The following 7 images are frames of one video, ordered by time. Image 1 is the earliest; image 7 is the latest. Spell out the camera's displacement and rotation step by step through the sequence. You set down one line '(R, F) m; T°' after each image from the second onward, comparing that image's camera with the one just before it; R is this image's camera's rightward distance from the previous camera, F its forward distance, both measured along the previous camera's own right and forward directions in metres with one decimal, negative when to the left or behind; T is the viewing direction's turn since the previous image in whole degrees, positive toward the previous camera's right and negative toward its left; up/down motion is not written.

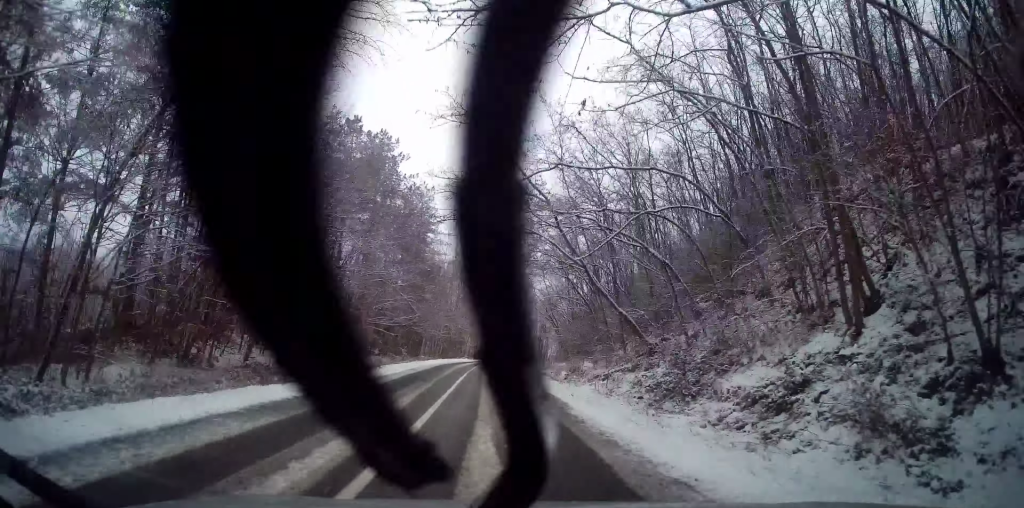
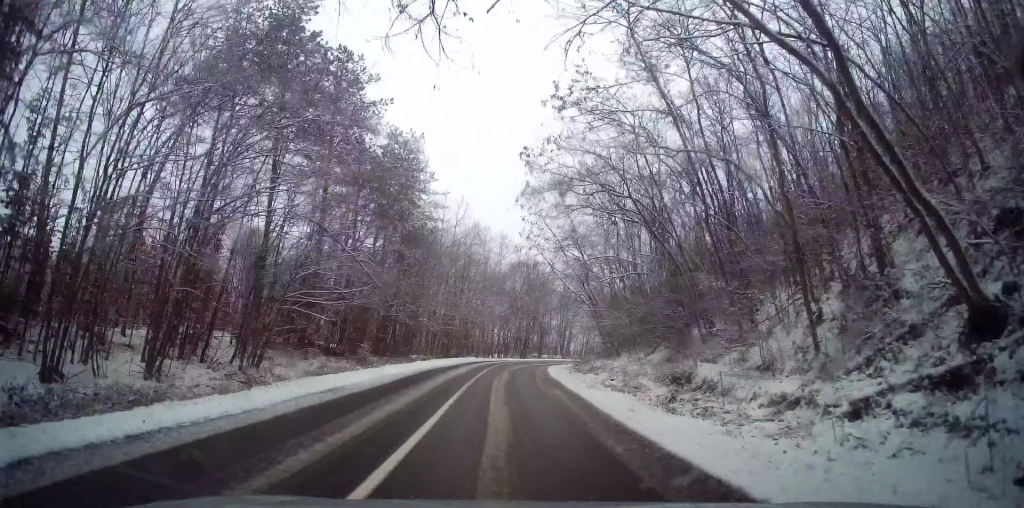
(-0.8, +15.6) m; -4°
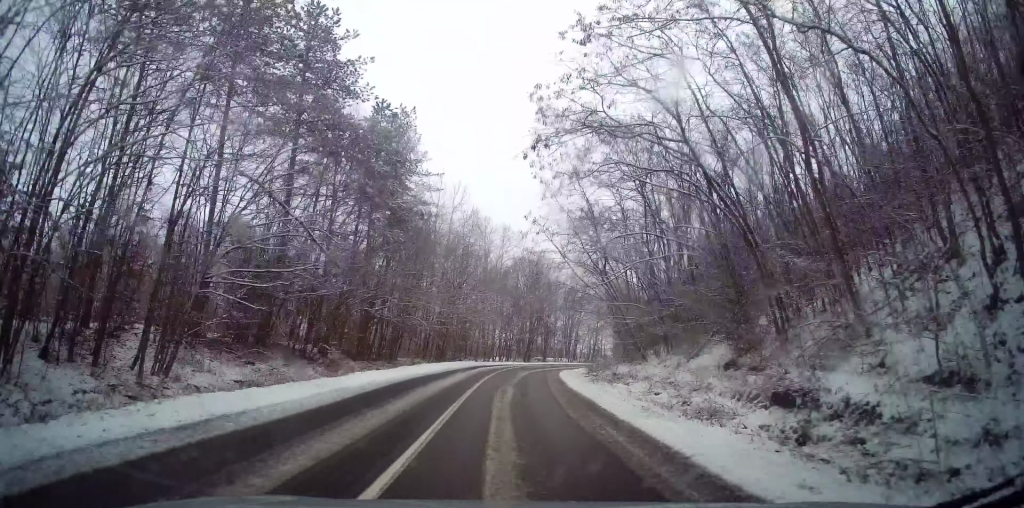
(-0.1, +6.1) m; 0°
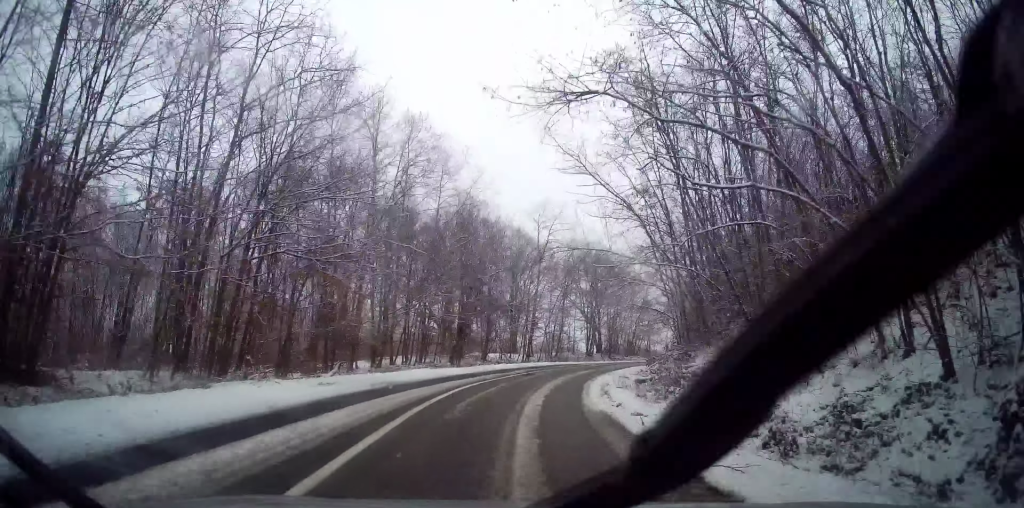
(+1.0, +30.5) m; +5°
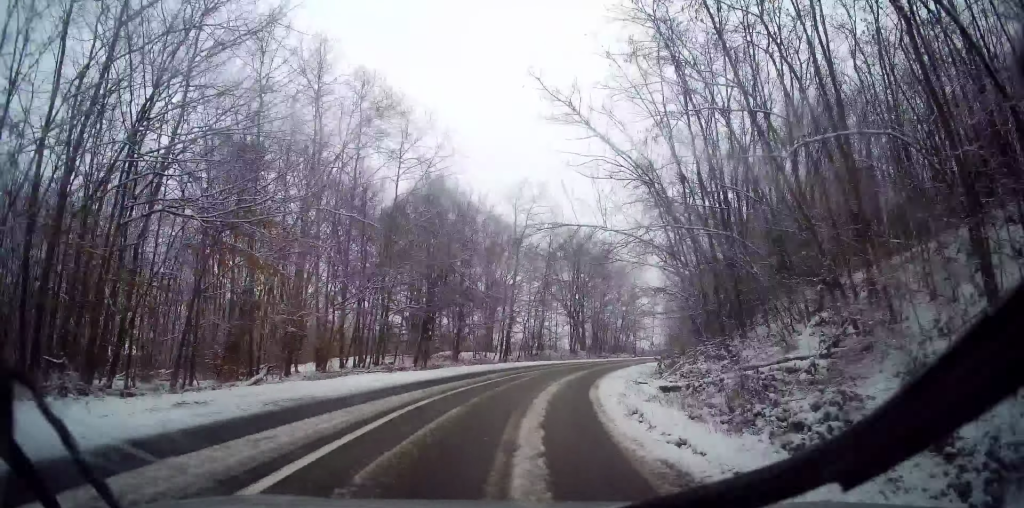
(-0.1, +6.0) m; +1°
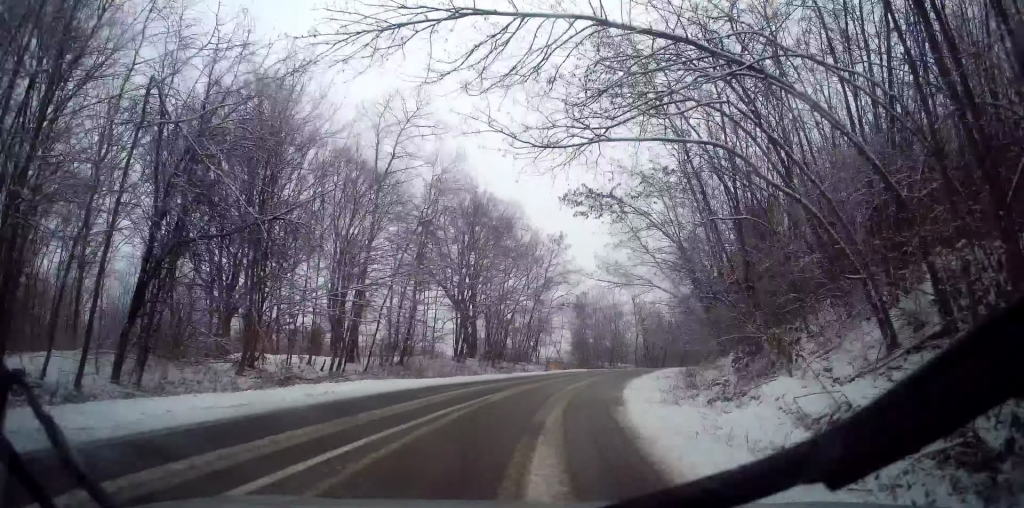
(+1.5, +19.1) m; +10°
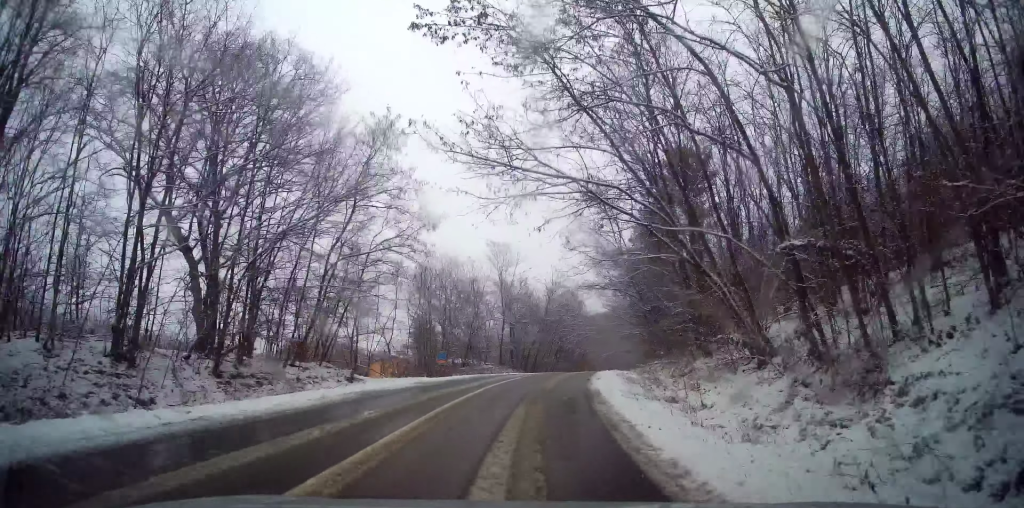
(+1.9, +21.0) m; +15°
